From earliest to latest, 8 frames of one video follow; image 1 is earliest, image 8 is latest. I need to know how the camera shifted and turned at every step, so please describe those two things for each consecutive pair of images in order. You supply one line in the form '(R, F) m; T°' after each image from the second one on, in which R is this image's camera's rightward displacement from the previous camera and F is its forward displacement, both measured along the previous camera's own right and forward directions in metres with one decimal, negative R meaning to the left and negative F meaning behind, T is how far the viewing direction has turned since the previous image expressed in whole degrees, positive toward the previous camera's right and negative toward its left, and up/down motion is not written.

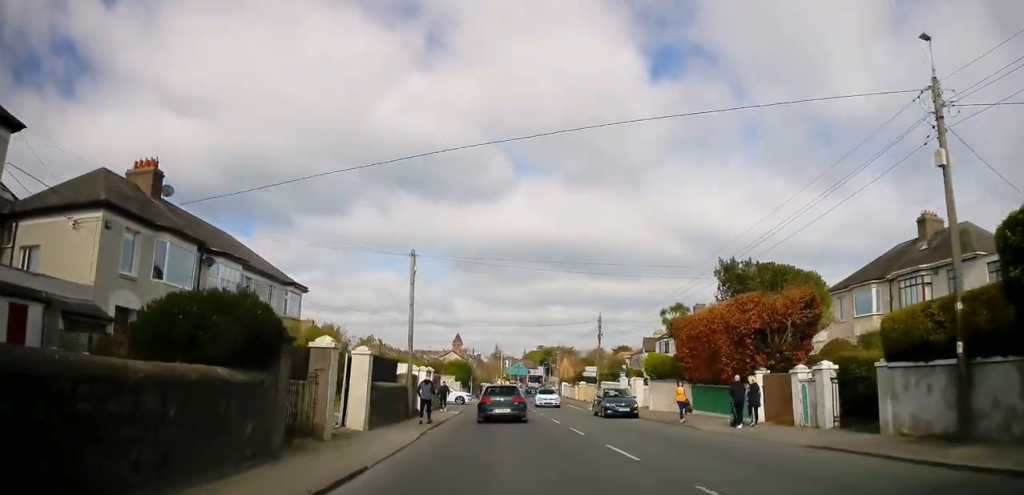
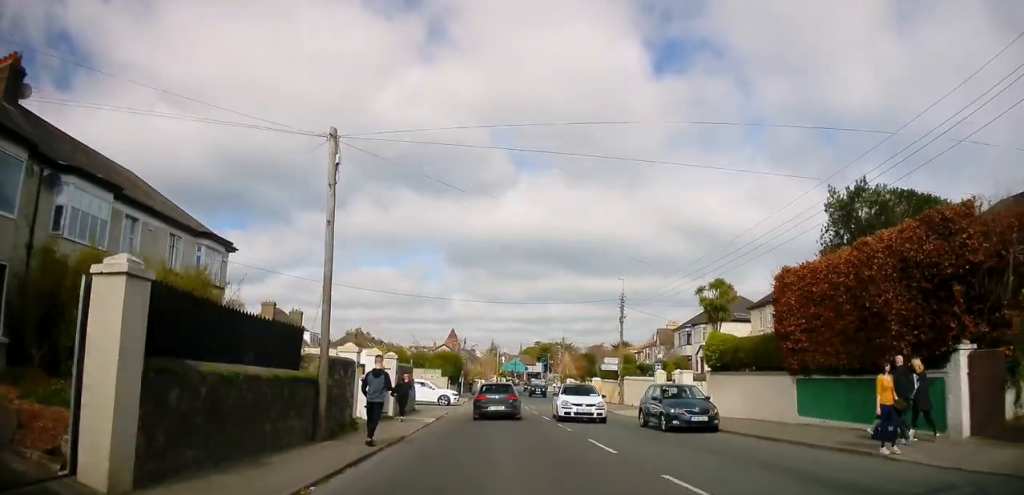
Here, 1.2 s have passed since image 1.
(0.0, +10.6) m; -2°
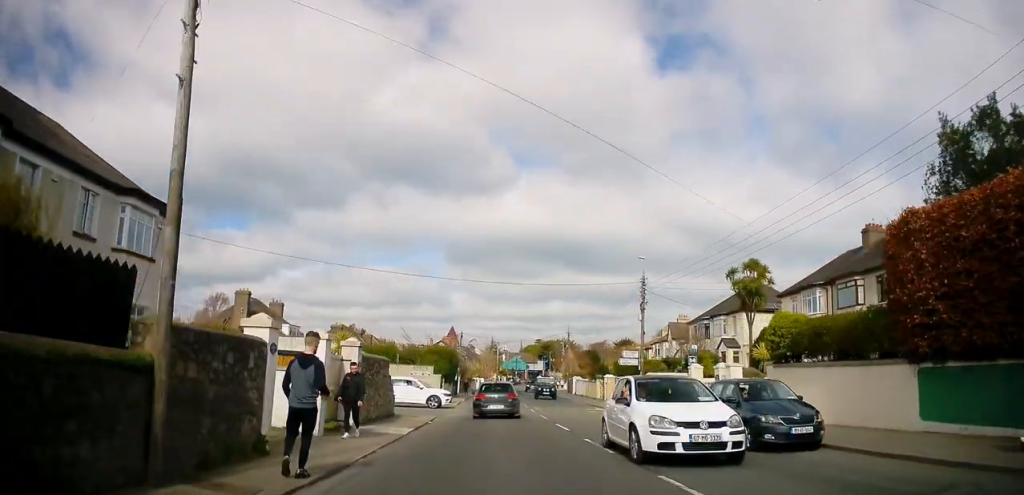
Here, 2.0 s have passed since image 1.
(-0.1, +6.1) m; -1°
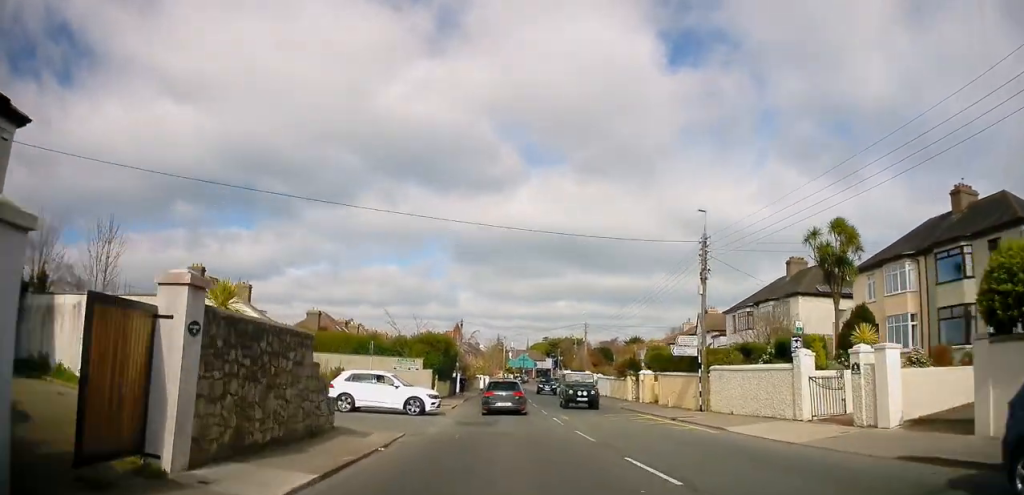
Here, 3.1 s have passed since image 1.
(0.0, +9.5) m; +1°
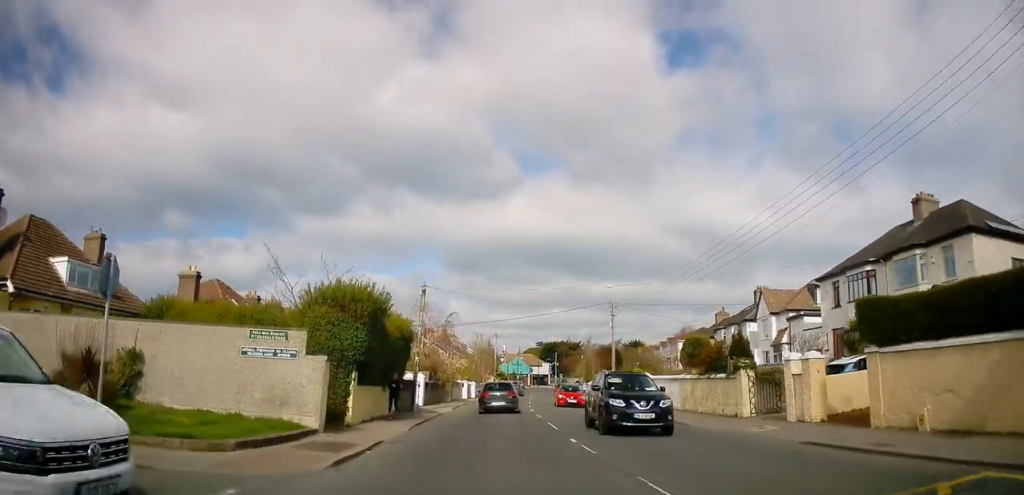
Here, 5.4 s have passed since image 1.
(+0.3, +20.2) m; +1°
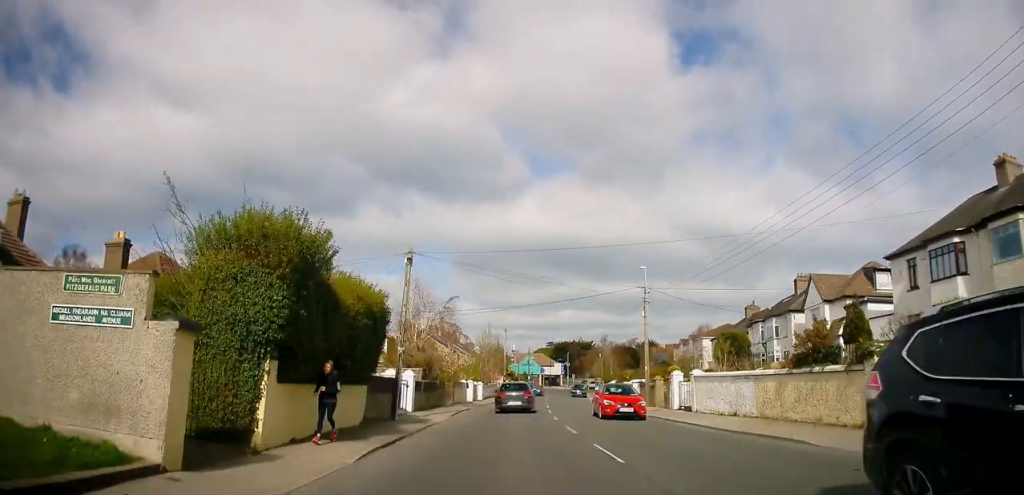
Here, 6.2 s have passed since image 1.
(0.0, +7.3) m; -1°
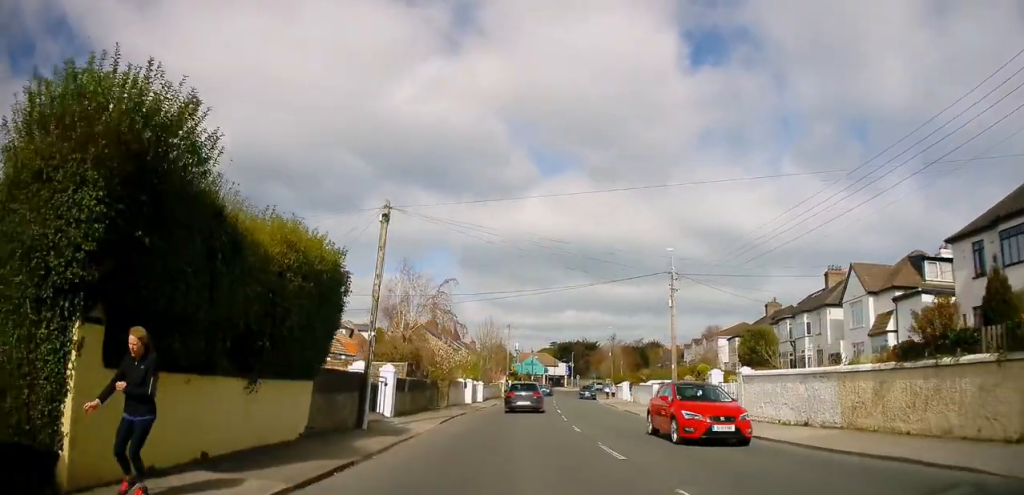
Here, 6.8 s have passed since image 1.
(0.0, +5.2) m; -1°
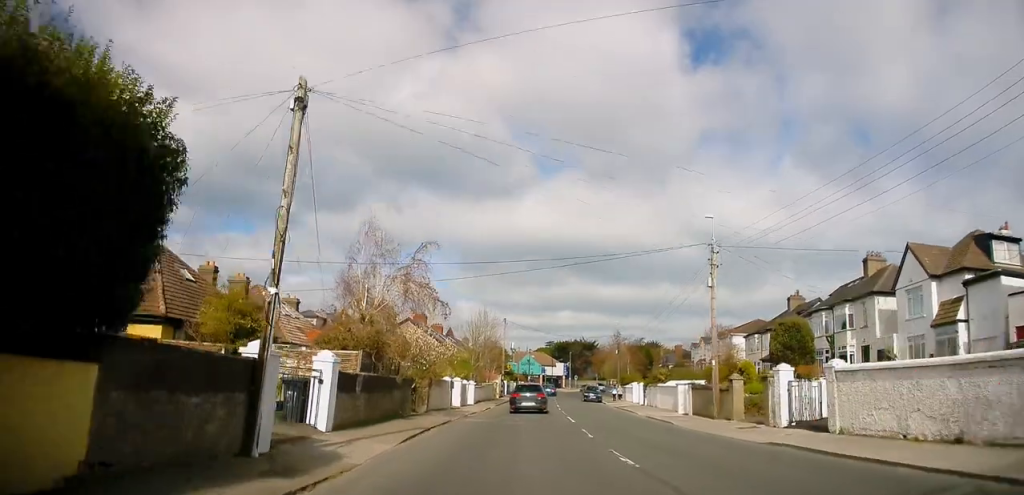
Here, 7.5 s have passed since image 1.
(-0.3, +6.9) m; 0°
